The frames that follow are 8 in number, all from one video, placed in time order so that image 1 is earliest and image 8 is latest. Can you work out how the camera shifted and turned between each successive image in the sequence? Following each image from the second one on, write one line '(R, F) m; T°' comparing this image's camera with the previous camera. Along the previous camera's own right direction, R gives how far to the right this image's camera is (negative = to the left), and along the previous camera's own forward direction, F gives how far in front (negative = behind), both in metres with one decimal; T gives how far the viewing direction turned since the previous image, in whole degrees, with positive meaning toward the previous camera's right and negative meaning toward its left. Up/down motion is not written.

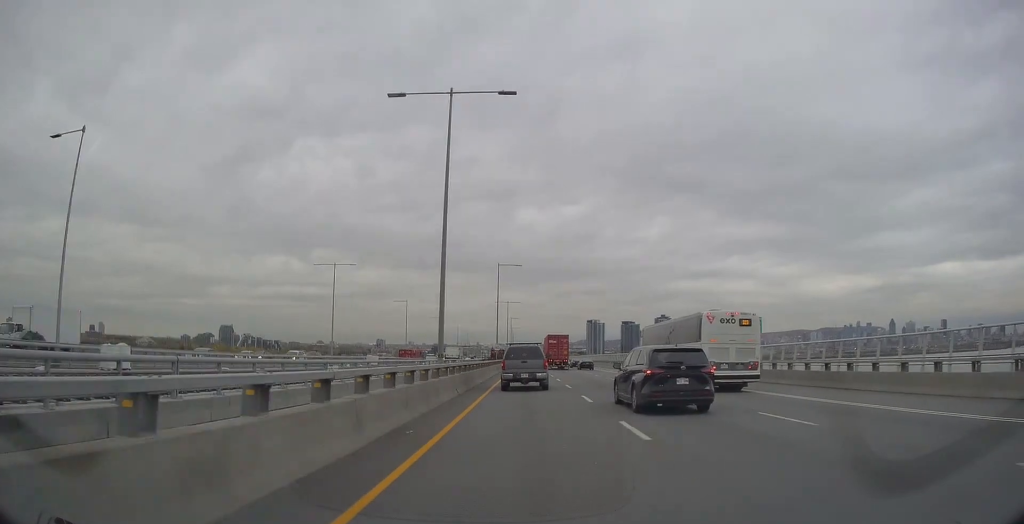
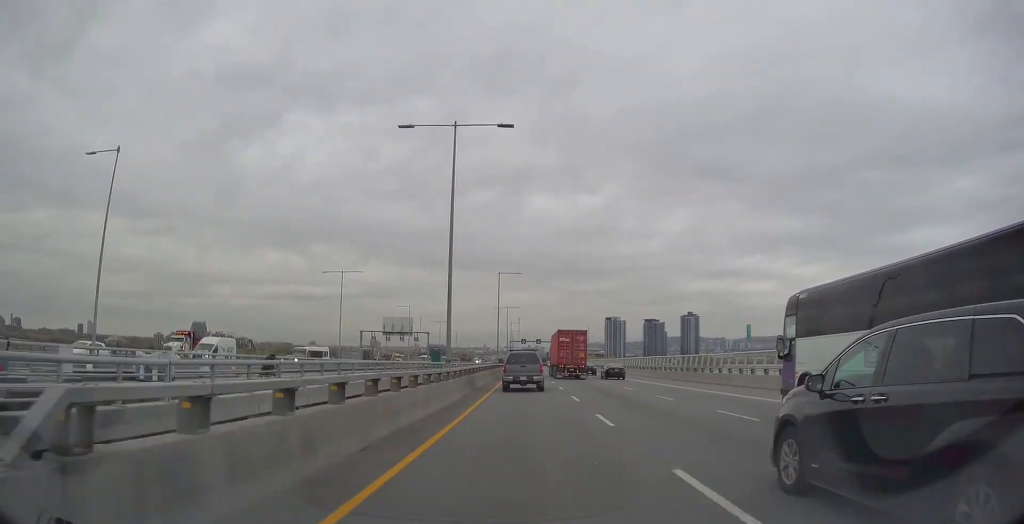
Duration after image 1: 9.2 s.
(-0.3, +201.1) m; 0°
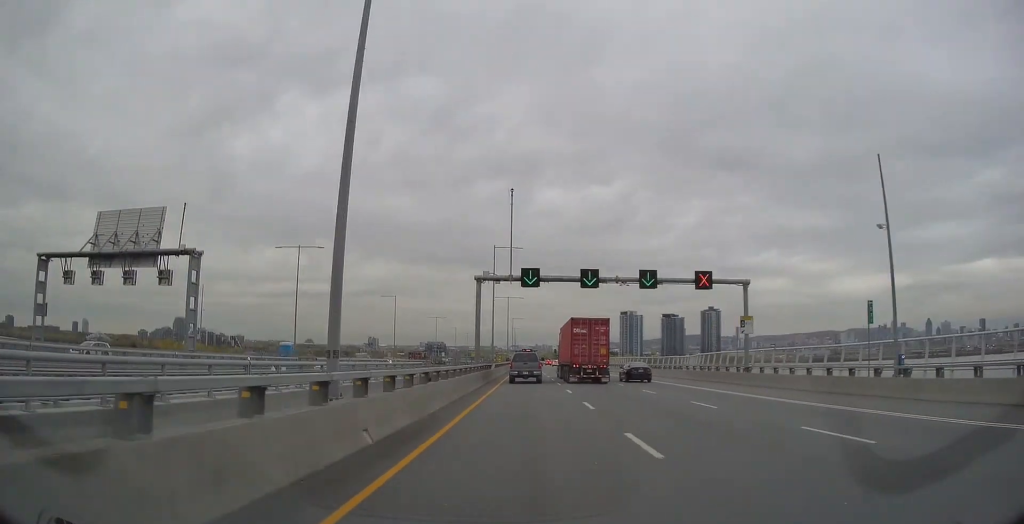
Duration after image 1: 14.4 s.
(-0.5, +117.5) m; -1°
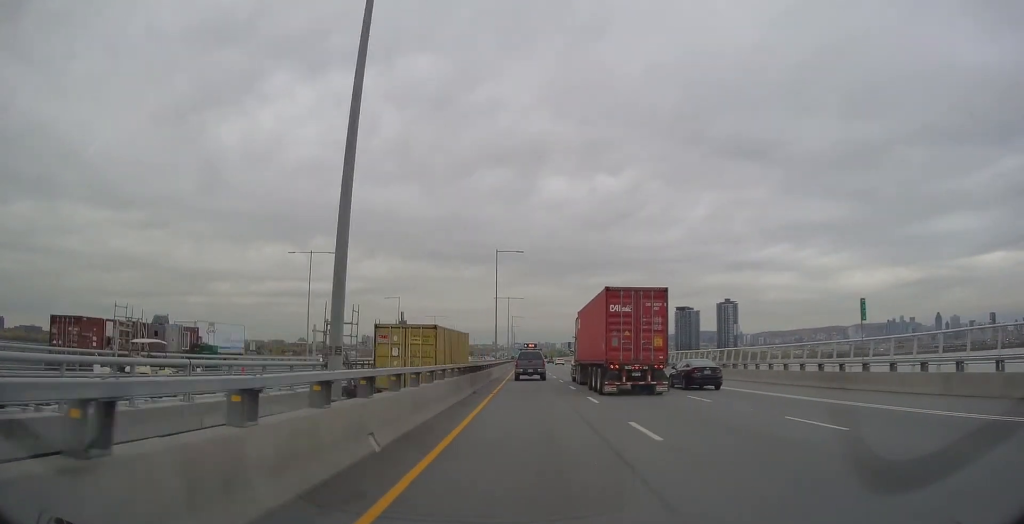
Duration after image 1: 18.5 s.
(-0.7, +94.8) m; -1°
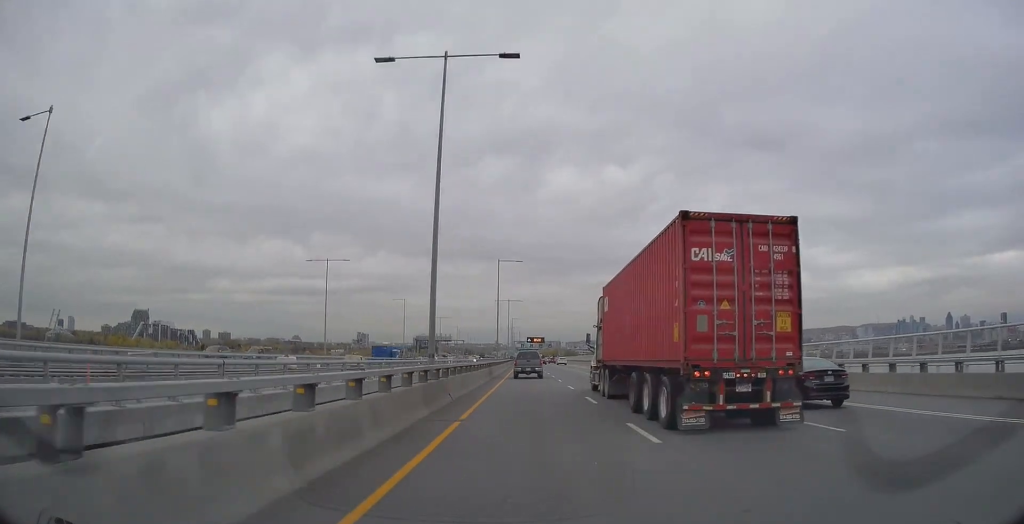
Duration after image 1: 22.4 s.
(-0.3, +87.9) m; 0°
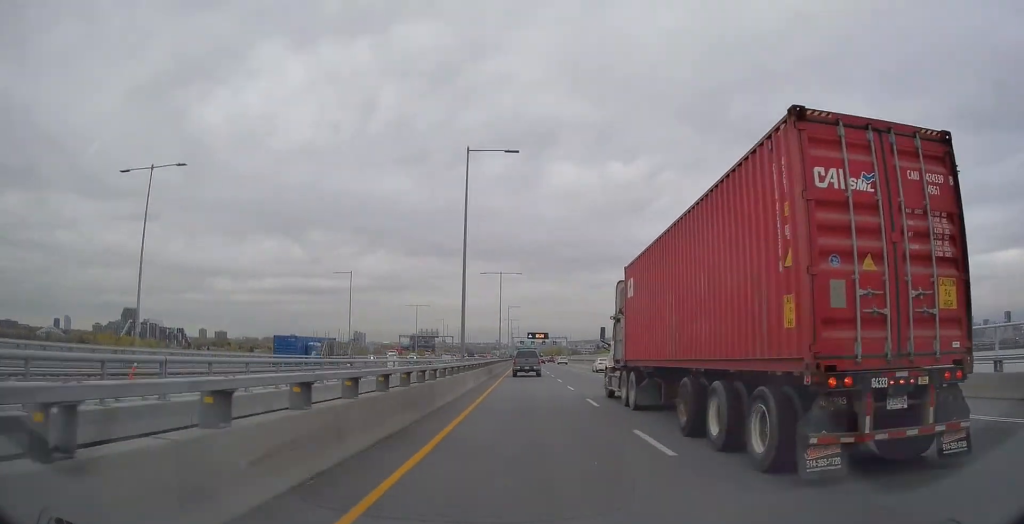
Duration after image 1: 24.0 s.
(0.0, +35.6) m; 0°
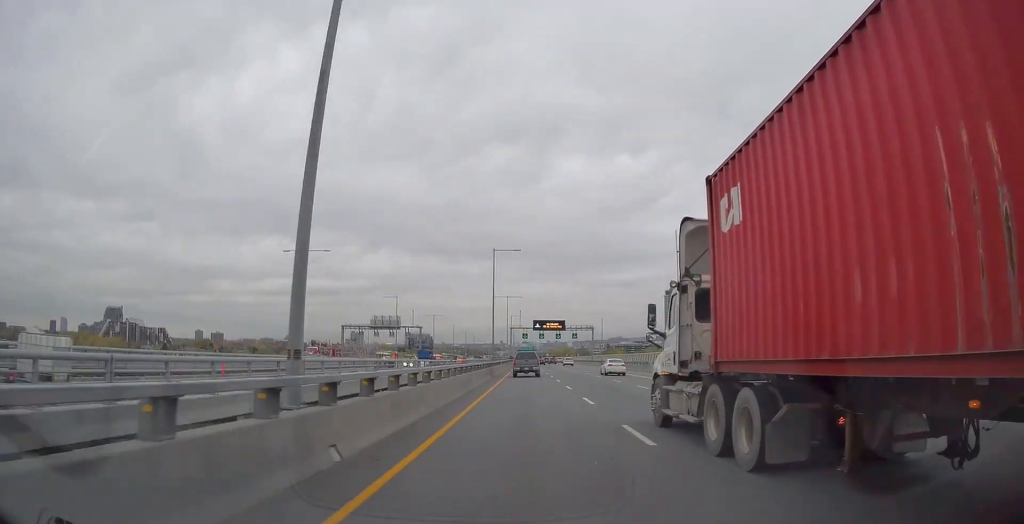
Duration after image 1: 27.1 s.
(-0.2, +67.6) m; 0°
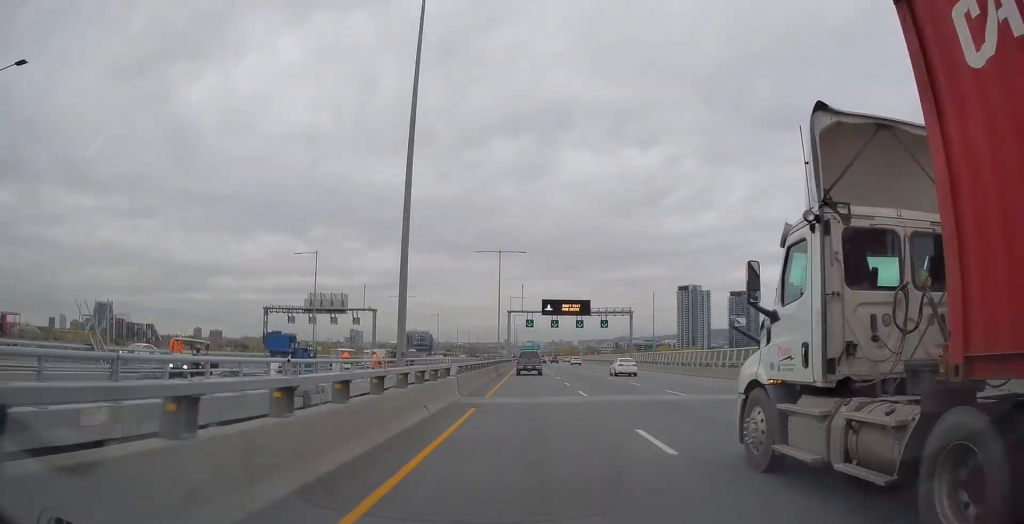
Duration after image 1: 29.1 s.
(-0.2, +43.5) m; 0°
